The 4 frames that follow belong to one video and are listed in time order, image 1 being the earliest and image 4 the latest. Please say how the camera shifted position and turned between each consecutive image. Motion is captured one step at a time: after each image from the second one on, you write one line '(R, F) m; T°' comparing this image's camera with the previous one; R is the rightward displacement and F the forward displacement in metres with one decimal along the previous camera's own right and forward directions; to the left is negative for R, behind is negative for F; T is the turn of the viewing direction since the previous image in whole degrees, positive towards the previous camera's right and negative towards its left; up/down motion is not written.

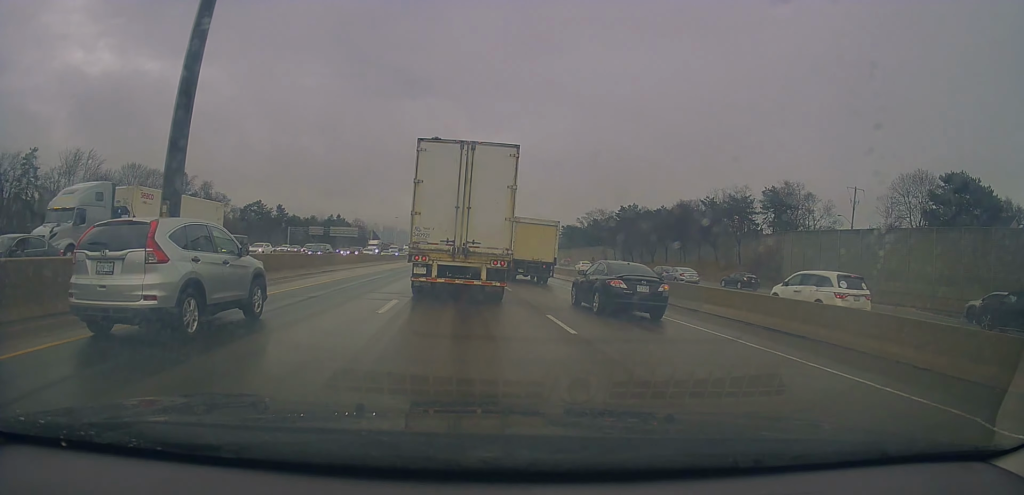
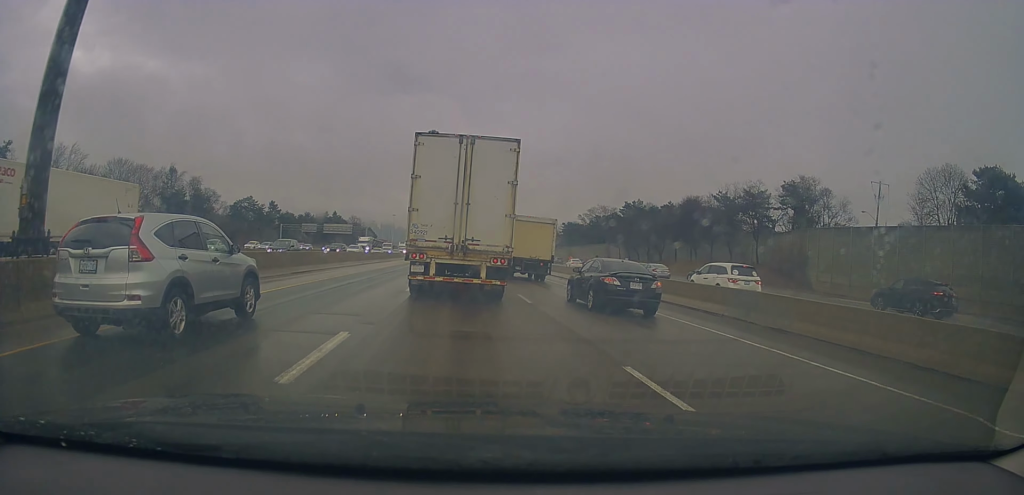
(0.0, +6.5) m; +1°
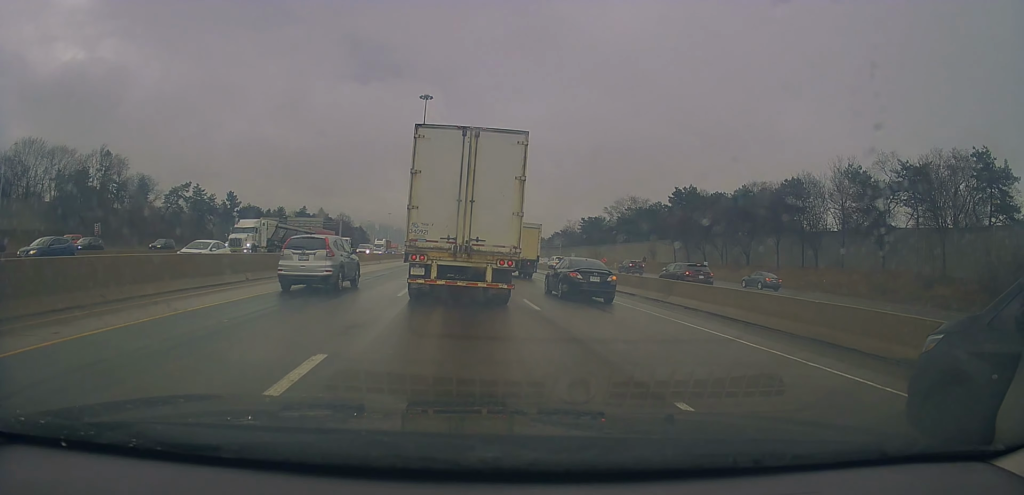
(-0.1, +38.5) m; 0°
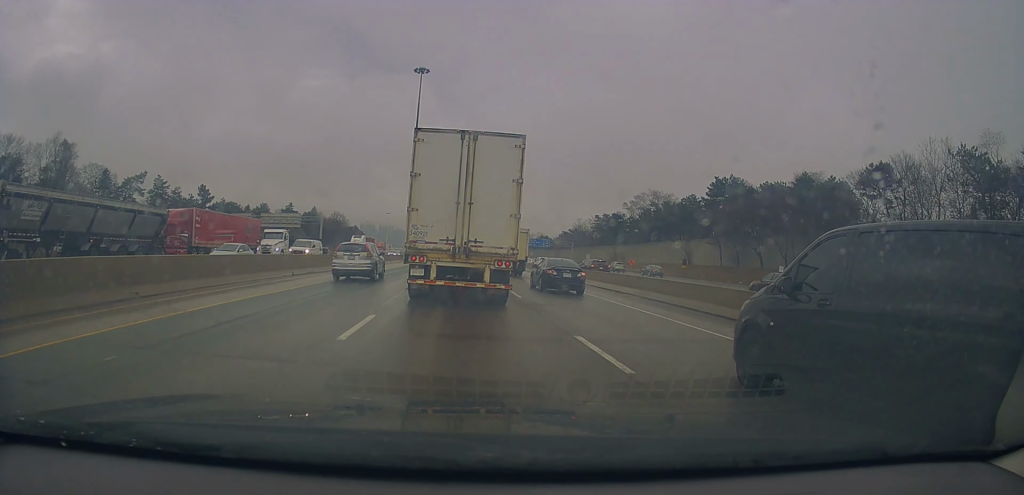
(-0.3, +19.9) m; +1°
